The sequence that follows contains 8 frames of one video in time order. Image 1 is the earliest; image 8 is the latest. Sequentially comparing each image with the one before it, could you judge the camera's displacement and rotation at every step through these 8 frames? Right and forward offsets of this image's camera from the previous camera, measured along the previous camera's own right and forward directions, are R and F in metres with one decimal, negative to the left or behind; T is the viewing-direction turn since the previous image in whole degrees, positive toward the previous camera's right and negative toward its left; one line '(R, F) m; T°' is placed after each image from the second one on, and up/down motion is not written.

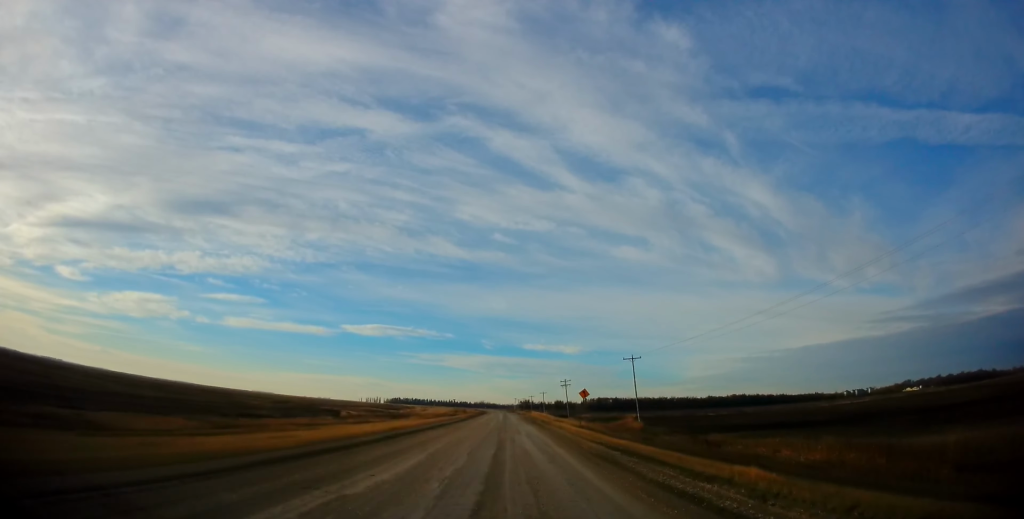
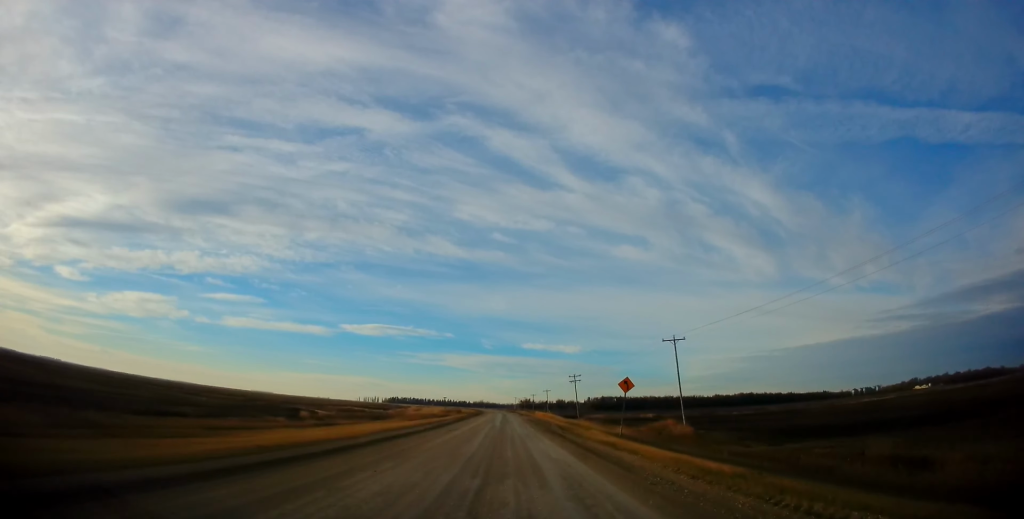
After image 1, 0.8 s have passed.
(0.0, +15.6) m; 0°
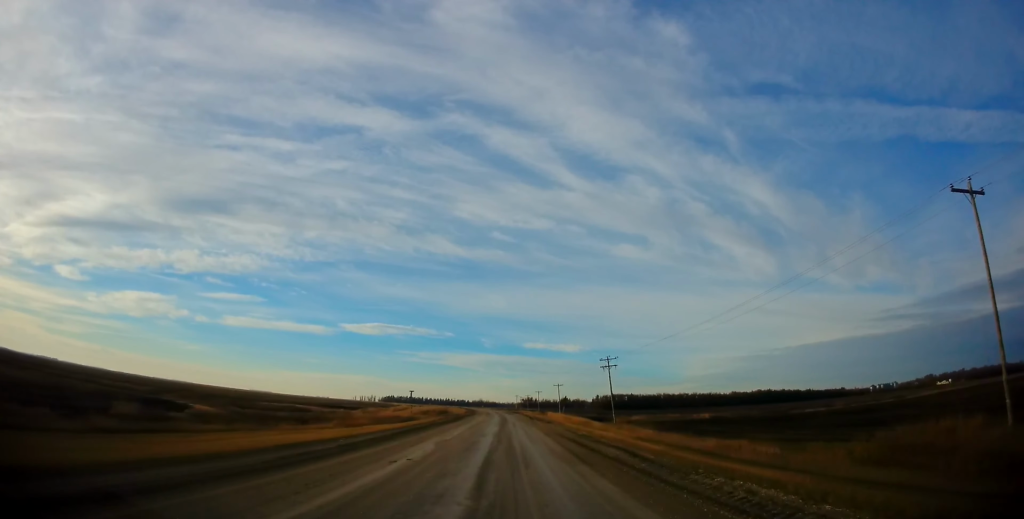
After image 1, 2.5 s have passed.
(0.0, +35.3) m; 0°
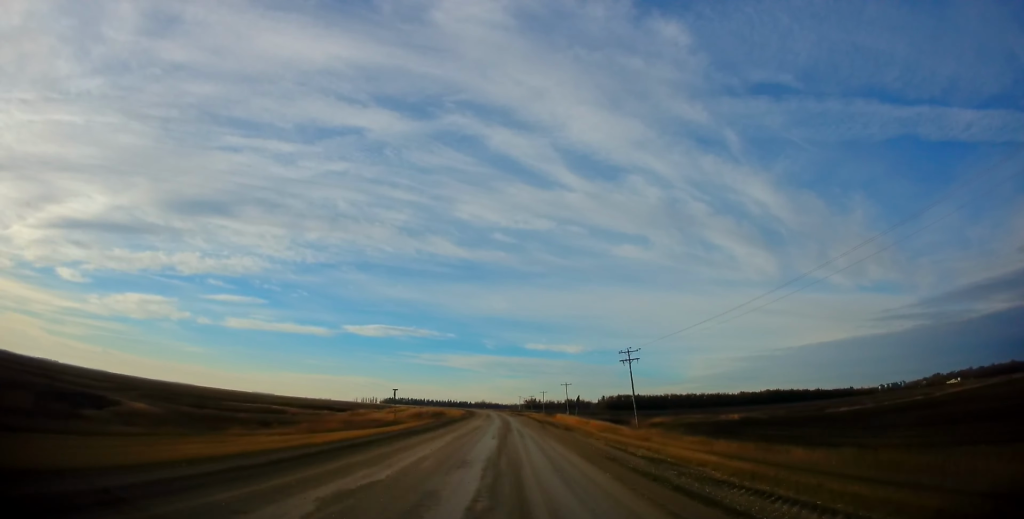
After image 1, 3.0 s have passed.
(0.0, +12.0) m; 0°
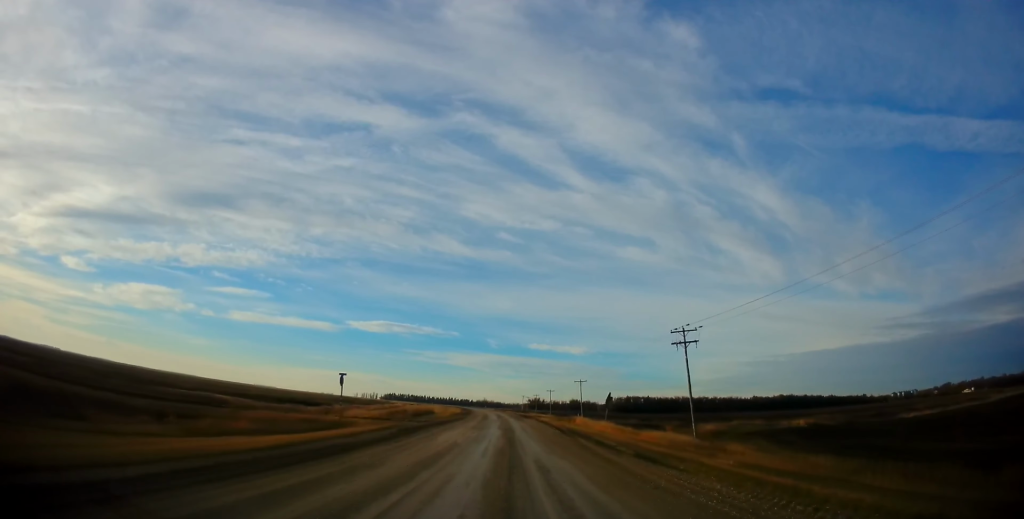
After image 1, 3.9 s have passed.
(0.0, +20.2) m; 0°
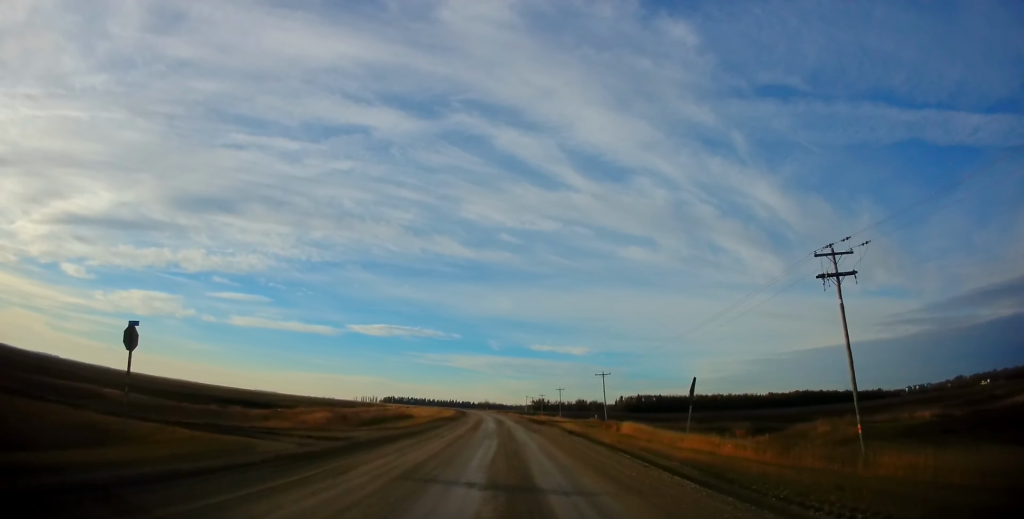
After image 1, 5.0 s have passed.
(+0.2, +24.2) m; +2°
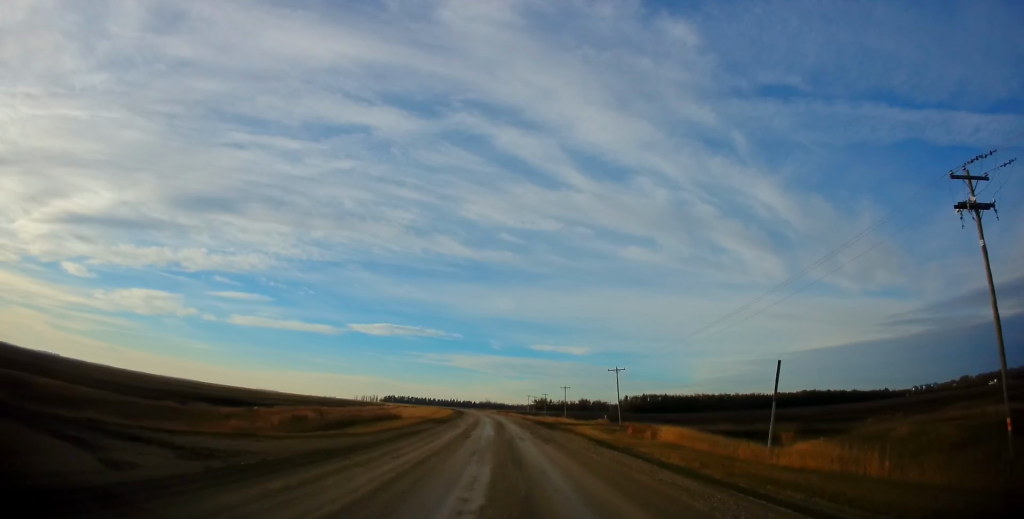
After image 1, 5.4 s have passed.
(-0.2, +10.0) m; +1°
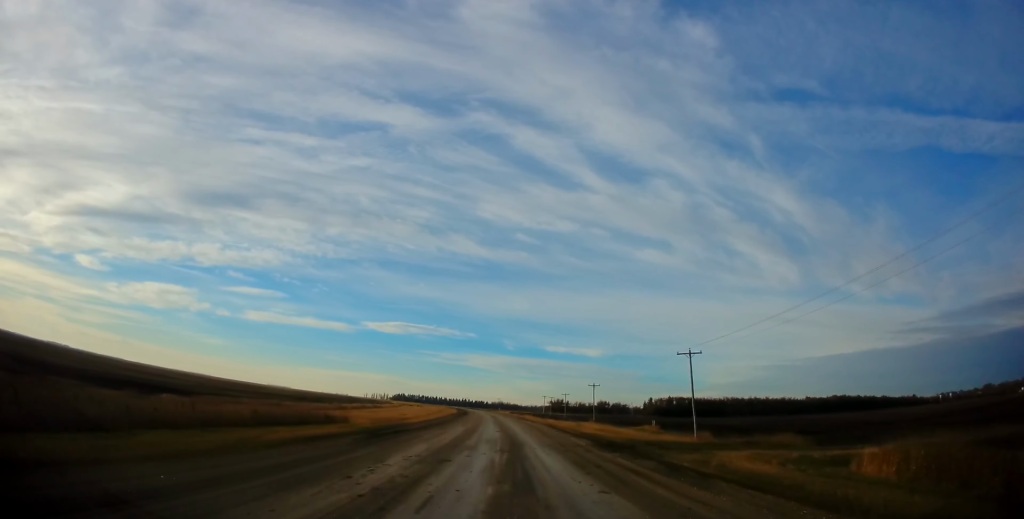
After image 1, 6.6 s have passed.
(+0.1, +29.1) m; -5°
